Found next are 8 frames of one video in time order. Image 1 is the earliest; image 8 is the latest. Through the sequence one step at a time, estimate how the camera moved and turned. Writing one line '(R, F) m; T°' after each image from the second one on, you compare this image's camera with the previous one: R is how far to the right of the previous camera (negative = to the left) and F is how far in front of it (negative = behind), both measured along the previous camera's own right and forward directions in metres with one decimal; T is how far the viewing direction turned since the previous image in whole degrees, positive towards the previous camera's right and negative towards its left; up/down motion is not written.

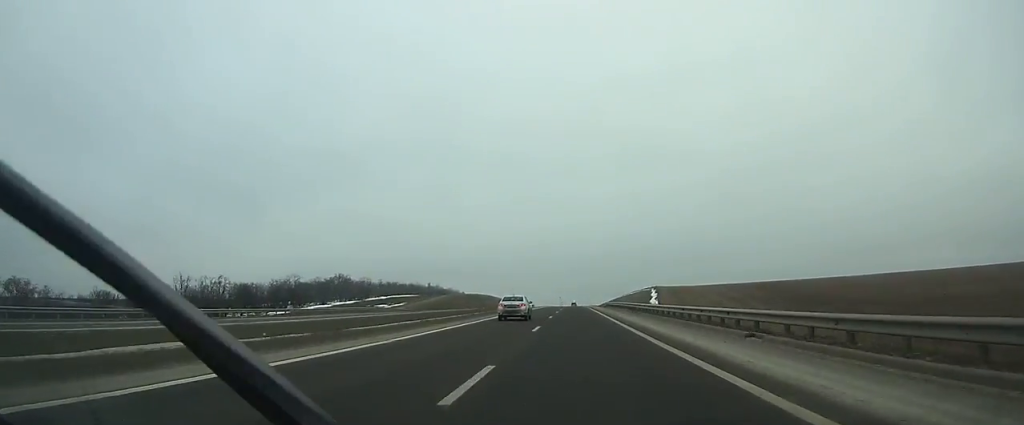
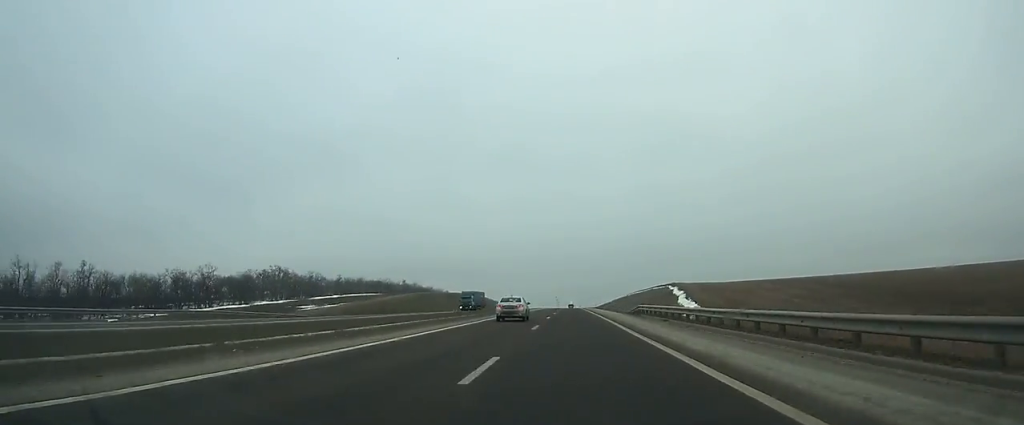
(-0.1, +46.4) m; 0°
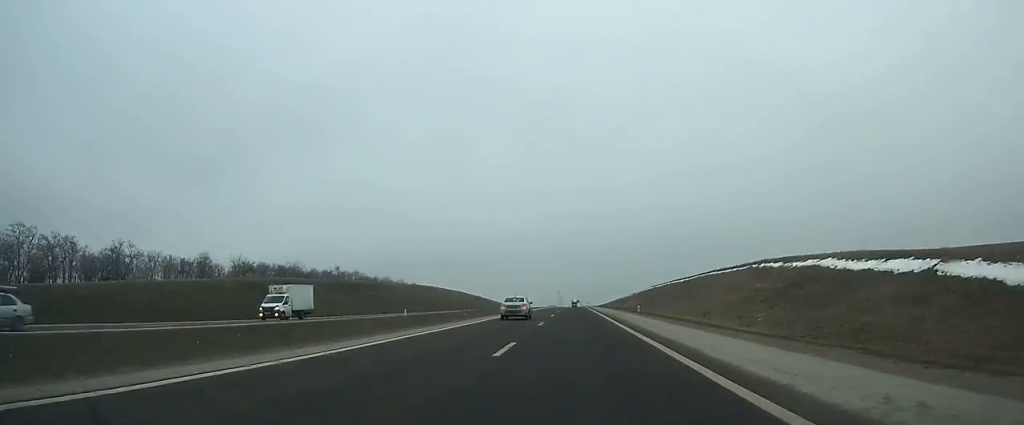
(0.0, +91.8) m; 0°
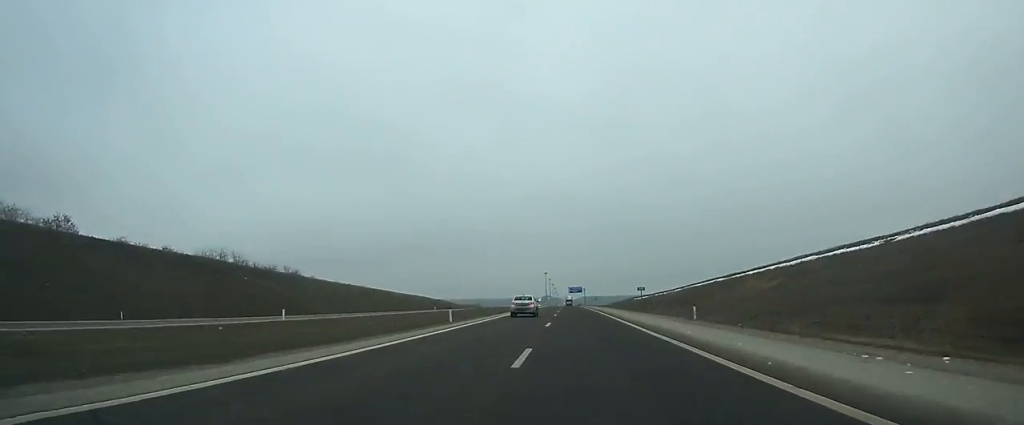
(-0.3, +224.3) m; 0°
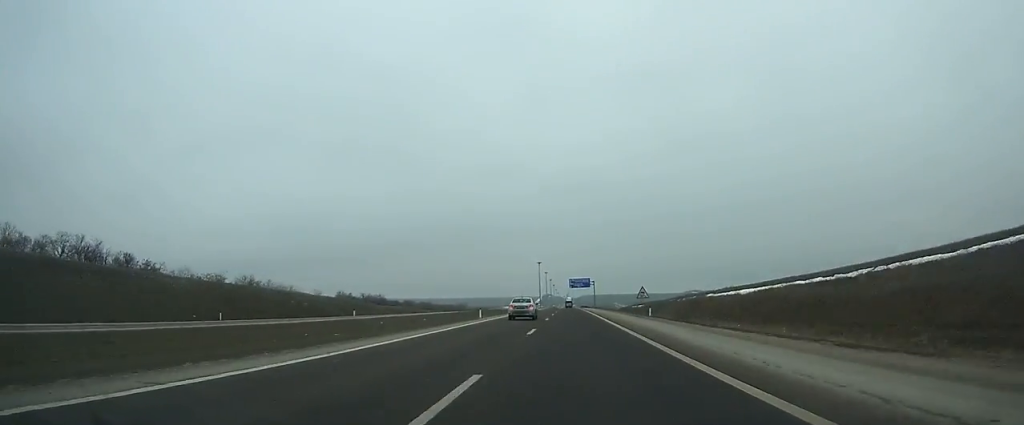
(+0.1, +84.6) m; 0°
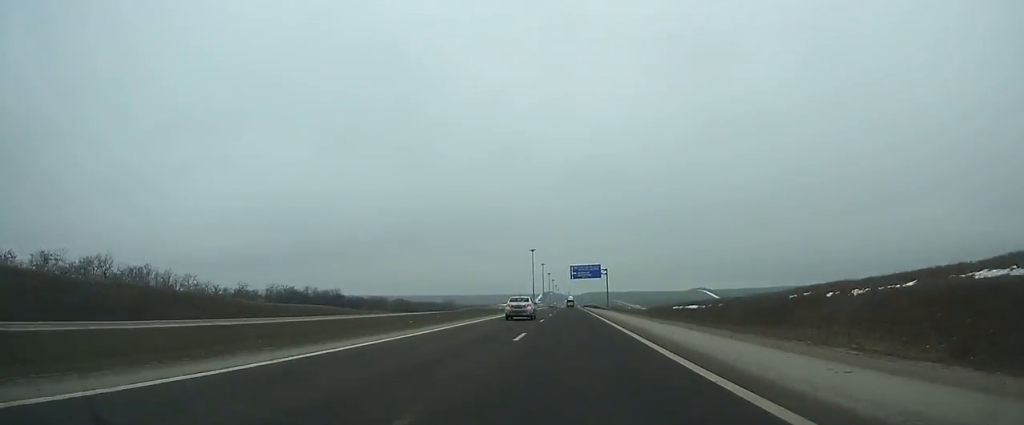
(+0.1, +51.3) m; 0°
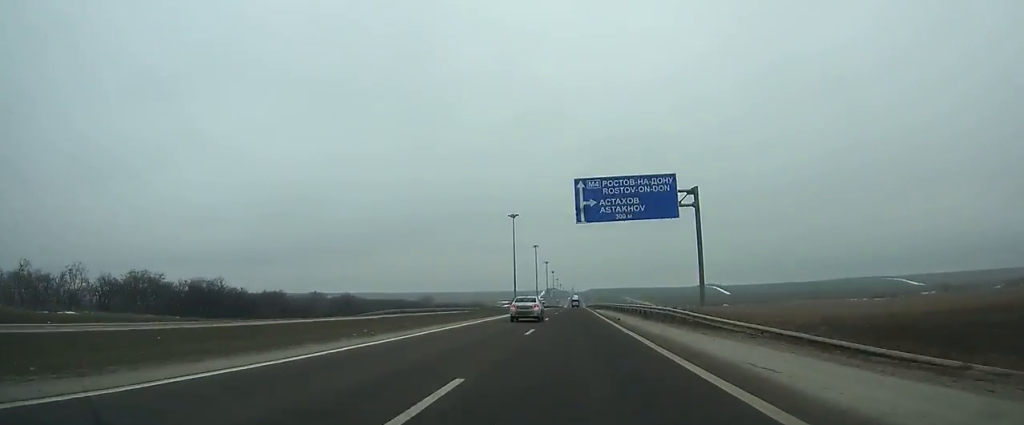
(-0.2, +75.4) m; 0°
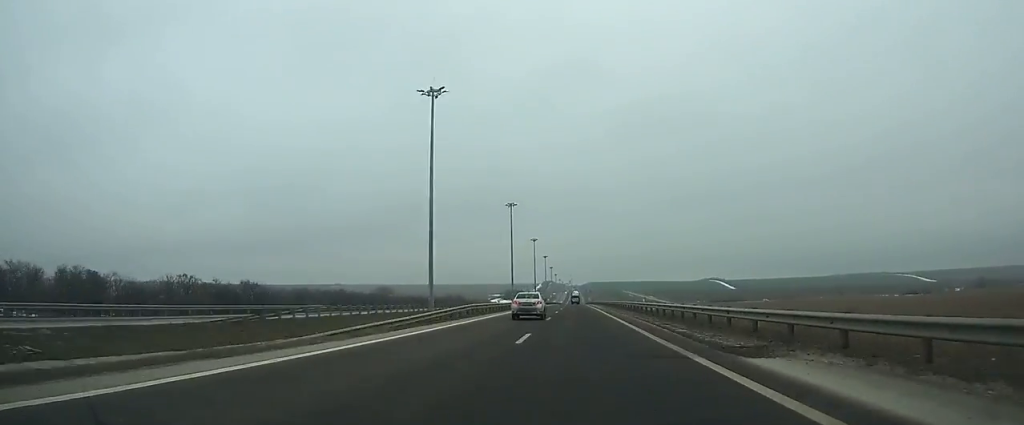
(0.0, +71.9) m; 0°
